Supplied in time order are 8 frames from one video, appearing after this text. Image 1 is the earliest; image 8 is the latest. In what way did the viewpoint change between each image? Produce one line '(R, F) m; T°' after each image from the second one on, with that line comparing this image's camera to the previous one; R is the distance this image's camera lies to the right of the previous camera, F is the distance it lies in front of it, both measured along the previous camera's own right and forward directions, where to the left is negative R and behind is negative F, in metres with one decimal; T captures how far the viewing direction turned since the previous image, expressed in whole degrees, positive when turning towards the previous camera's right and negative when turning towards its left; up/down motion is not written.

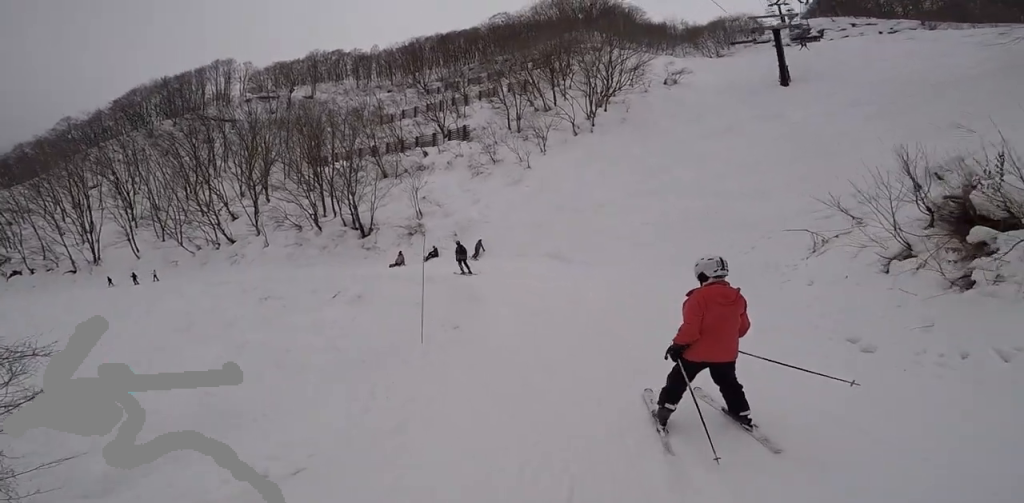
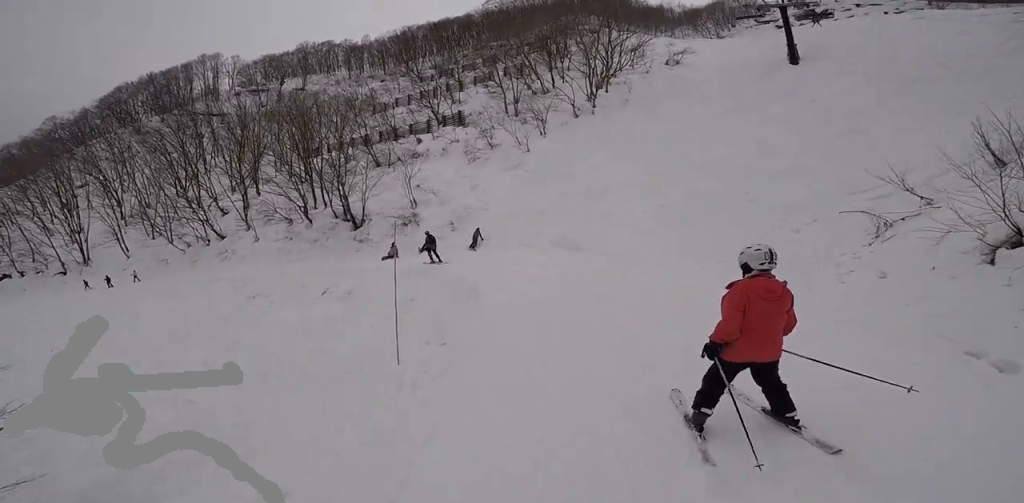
(-0.1, +1.9) m; +3°
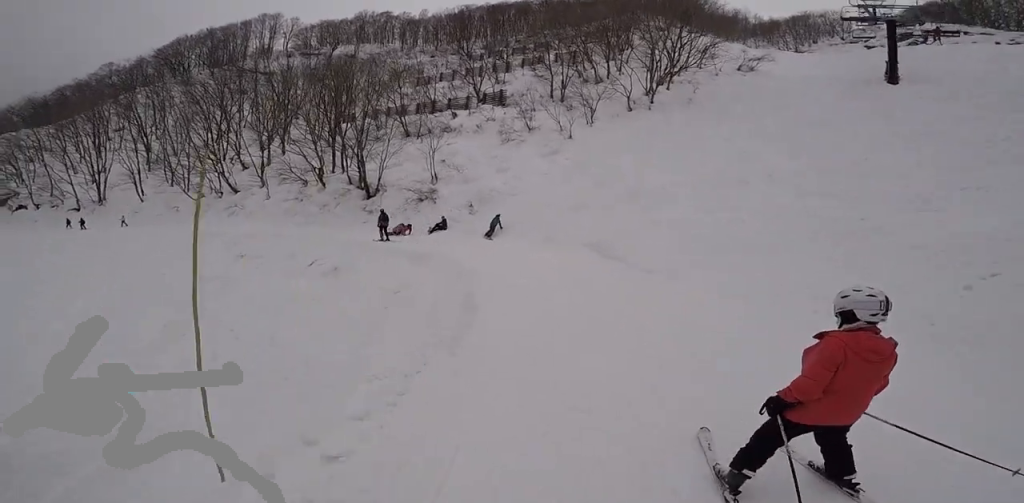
(+0.1, +3.7) m; +3°
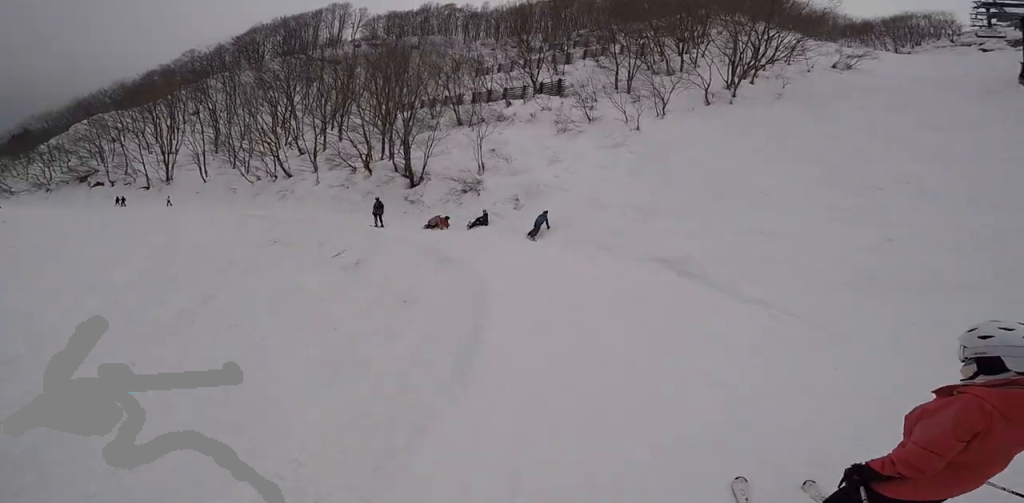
(+0.5, +3.1) m; -1°
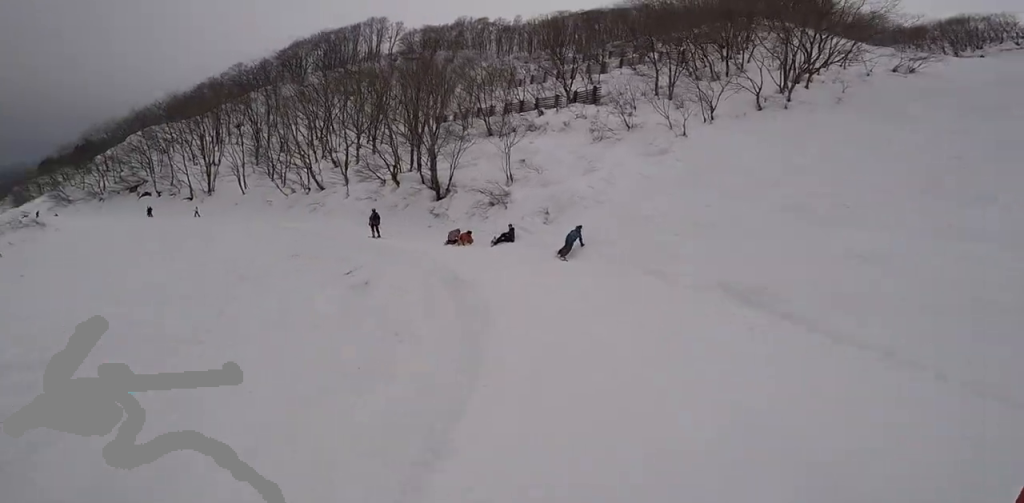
(-0.3, +2.2) m; -7°
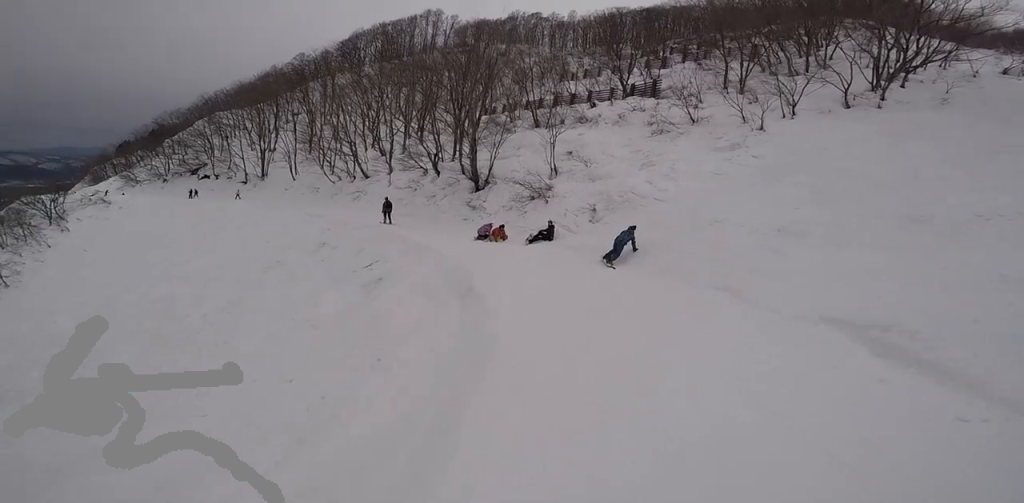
(-0.1, +2.2) m; -9°
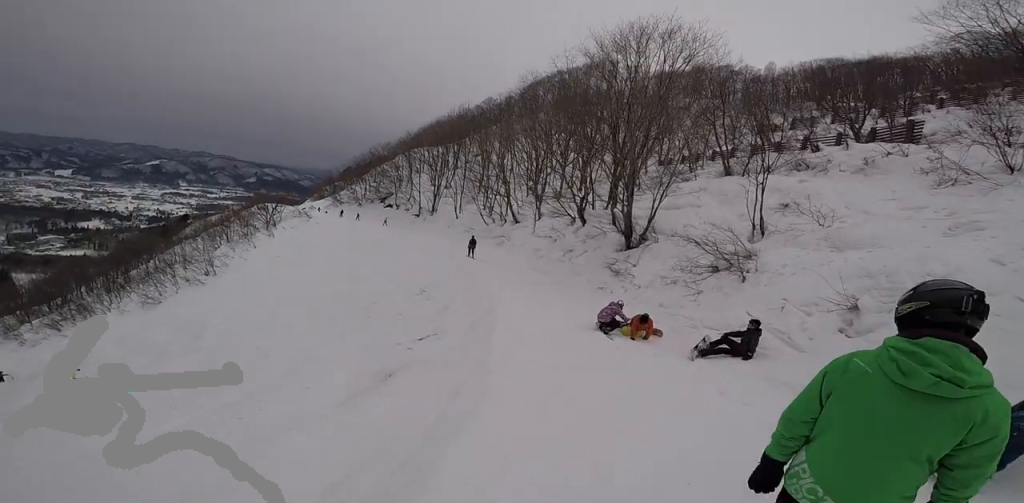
(-1.7, +7.2) m; -23°
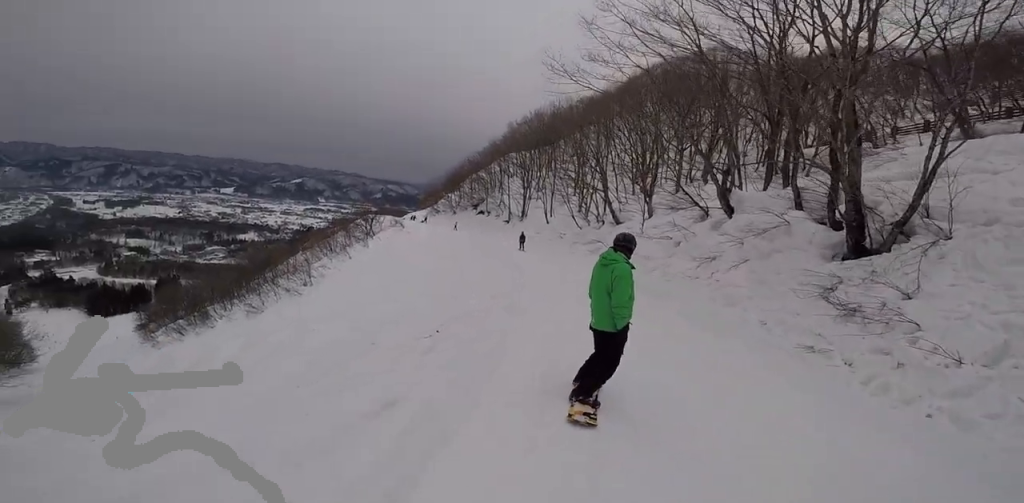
(-1.3, +9.2) m; -10°
